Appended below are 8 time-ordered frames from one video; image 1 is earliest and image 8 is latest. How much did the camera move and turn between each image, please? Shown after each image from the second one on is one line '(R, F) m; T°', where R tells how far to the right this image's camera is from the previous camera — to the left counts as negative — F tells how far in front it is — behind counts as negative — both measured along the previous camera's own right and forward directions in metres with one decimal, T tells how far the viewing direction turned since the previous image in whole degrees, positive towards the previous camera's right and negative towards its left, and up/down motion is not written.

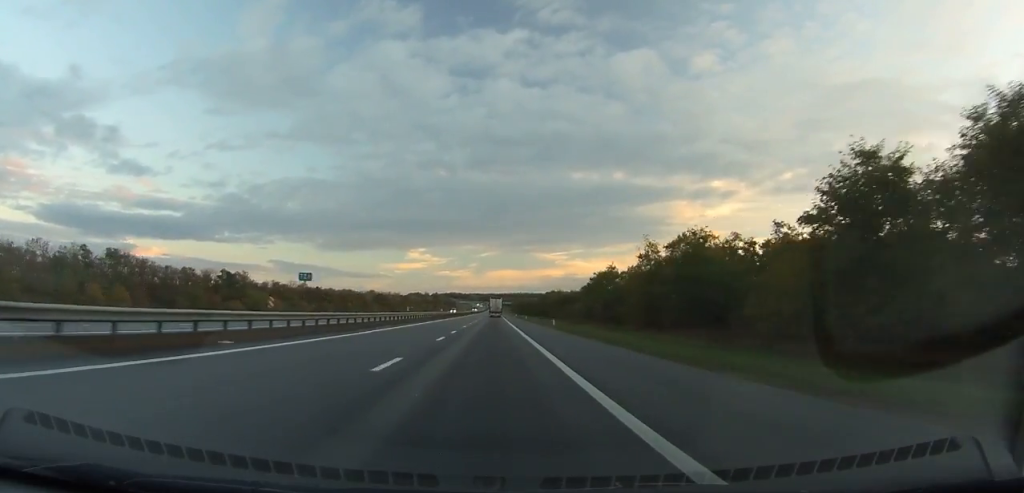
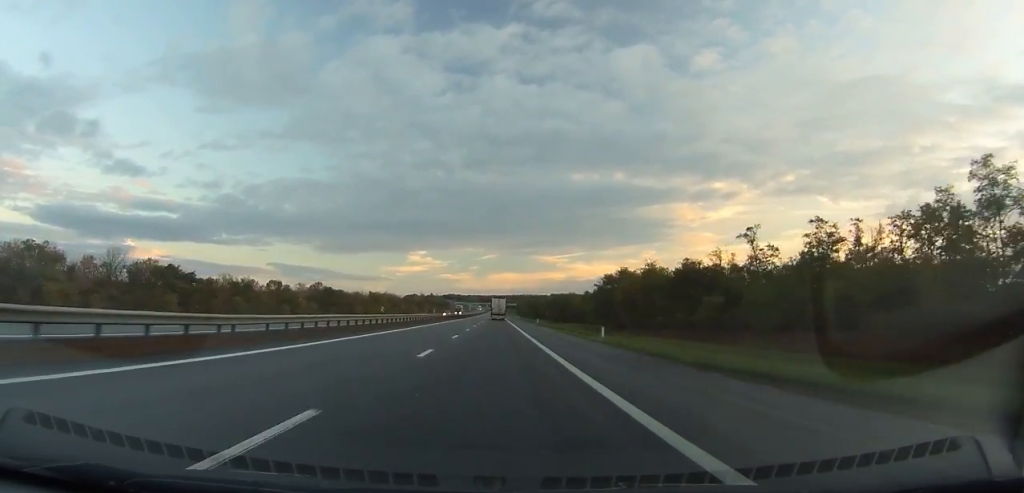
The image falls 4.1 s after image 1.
(-0.1, +111.2) m; 0°
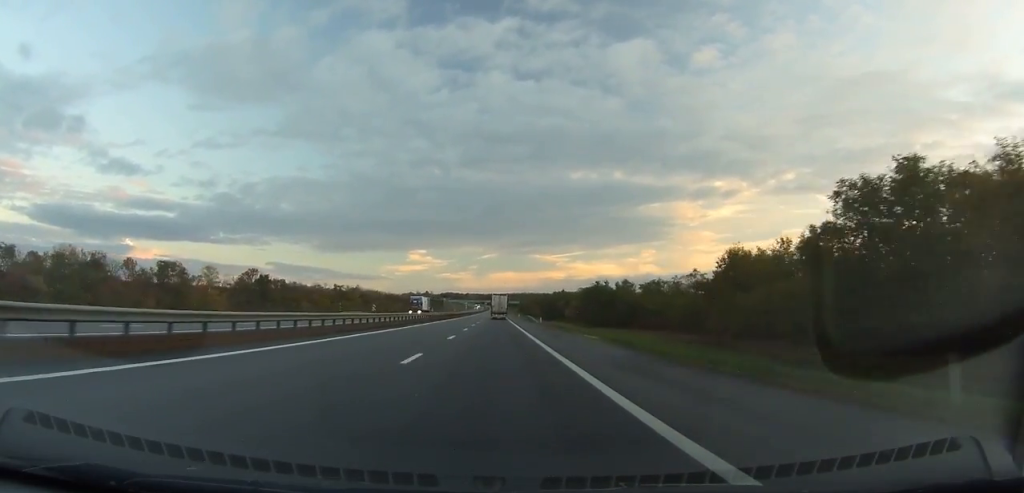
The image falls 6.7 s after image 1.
(-0.1, +69.8) m; 0°
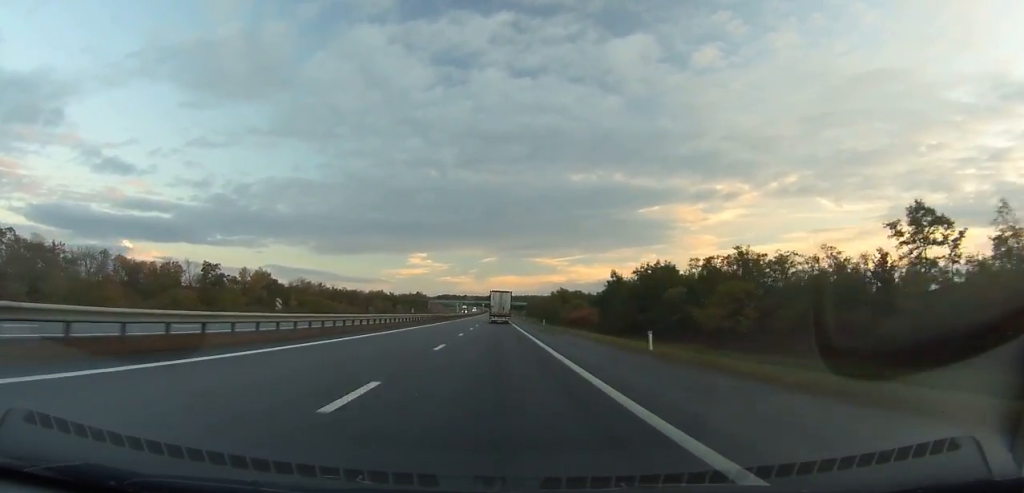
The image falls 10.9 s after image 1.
(0.0, +119.4) m; 0°
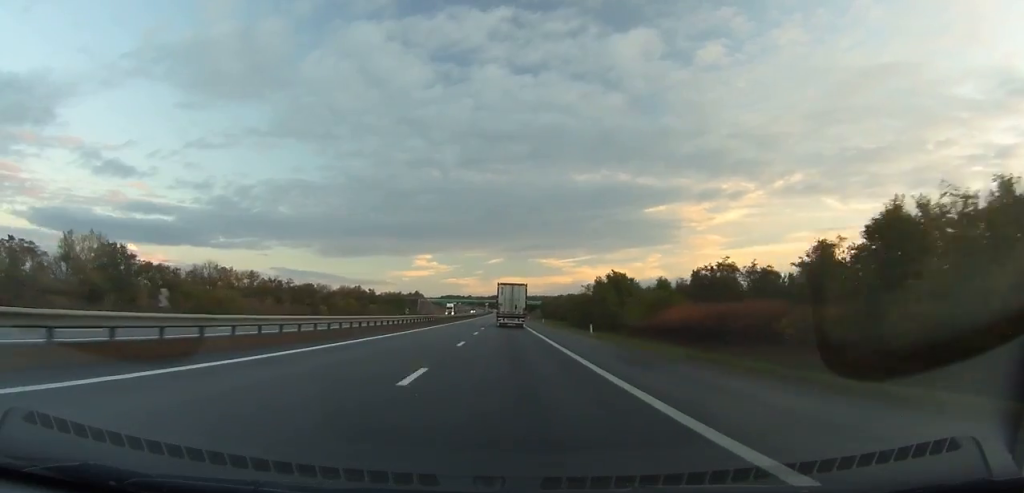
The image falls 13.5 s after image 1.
(-0.1, +79.4) m; 0°
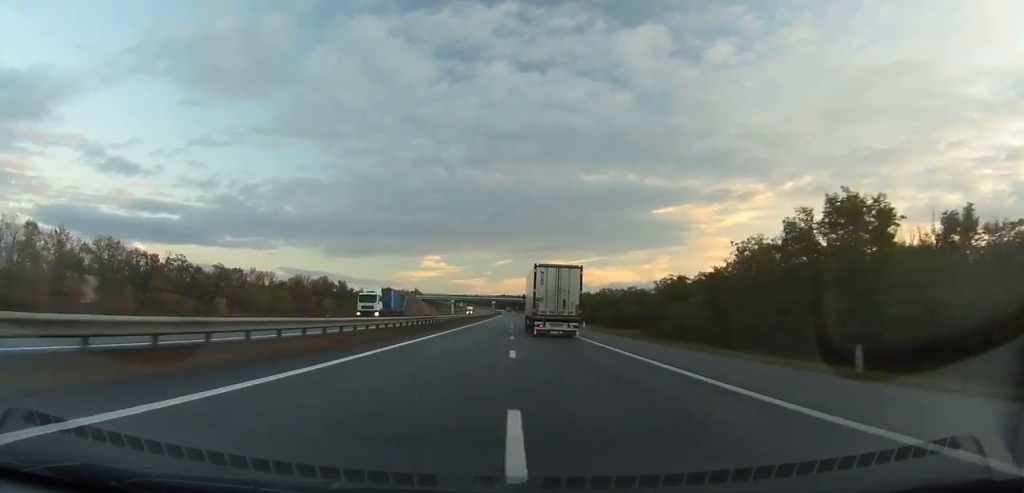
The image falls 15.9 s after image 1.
(-0.2, +76.1) m; 0°
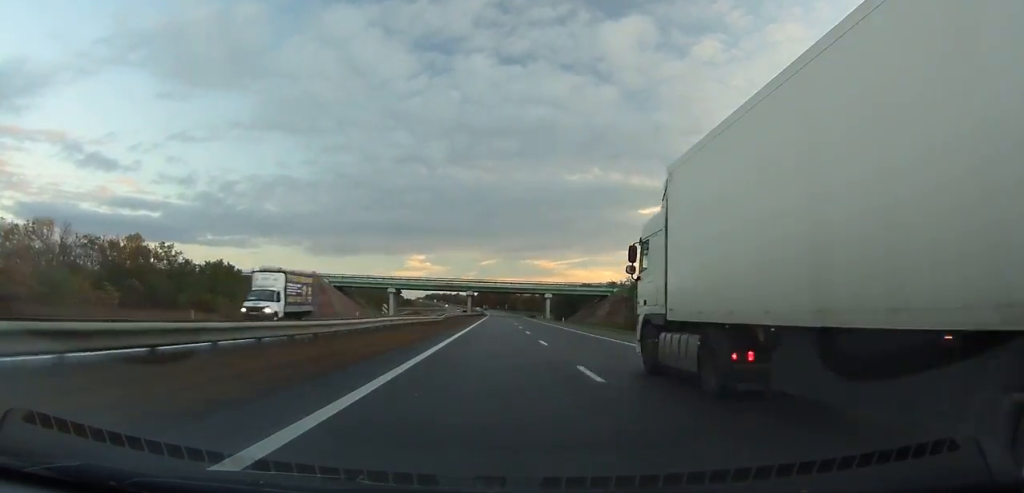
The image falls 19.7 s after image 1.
(-0.1, +124.0) m; +1°
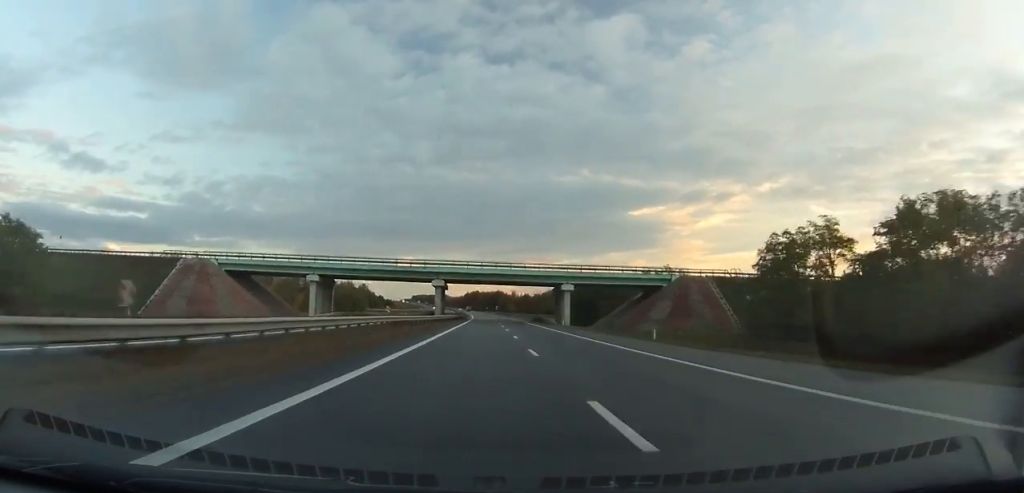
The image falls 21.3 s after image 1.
(+0.2, +52.3) m; 0°
